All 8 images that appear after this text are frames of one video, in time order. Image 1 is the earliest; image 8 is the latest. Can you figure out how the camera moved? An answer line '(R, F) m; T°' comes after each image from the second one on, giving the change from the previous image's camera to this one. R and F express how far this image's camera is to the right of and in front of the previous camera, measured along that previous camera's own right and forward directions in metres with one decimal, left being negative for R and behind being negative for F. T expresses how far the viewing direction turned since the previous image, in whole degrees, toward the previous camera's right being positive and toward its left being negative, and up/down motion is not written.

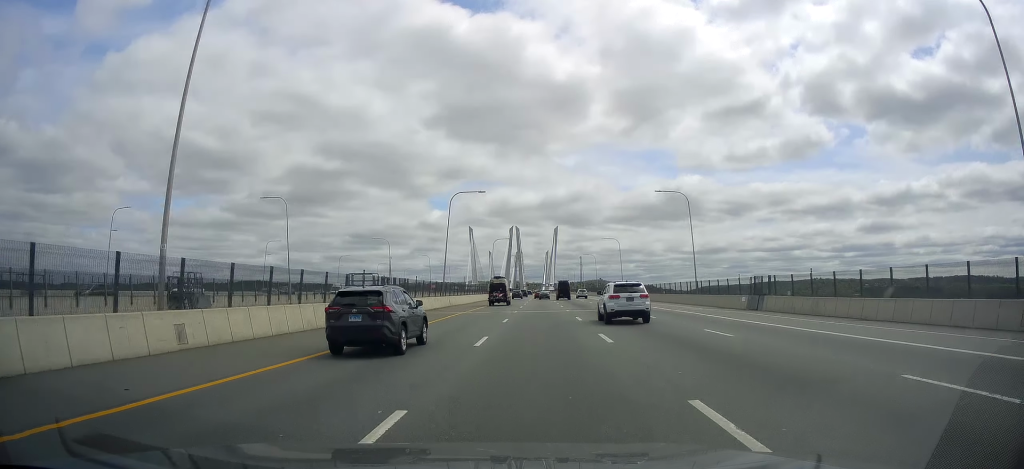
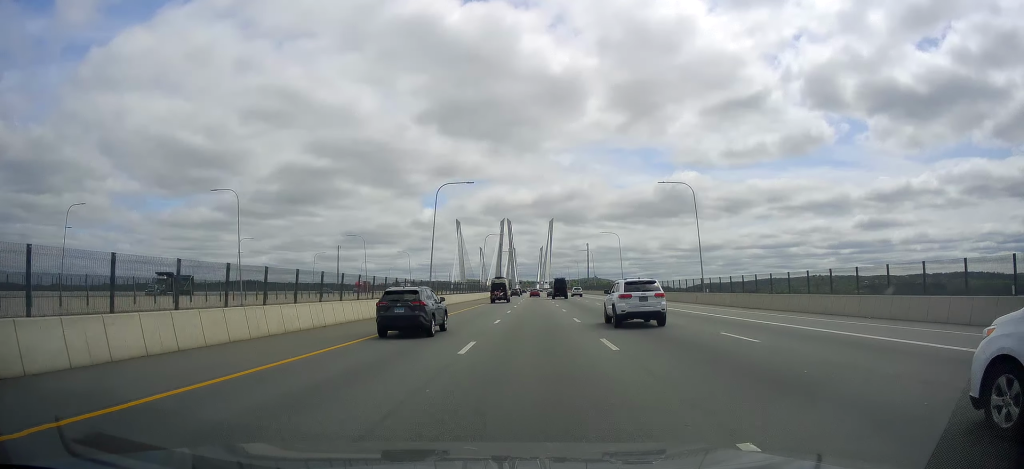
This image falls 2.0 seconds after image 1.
(-0.6, +62.9) m; 0°
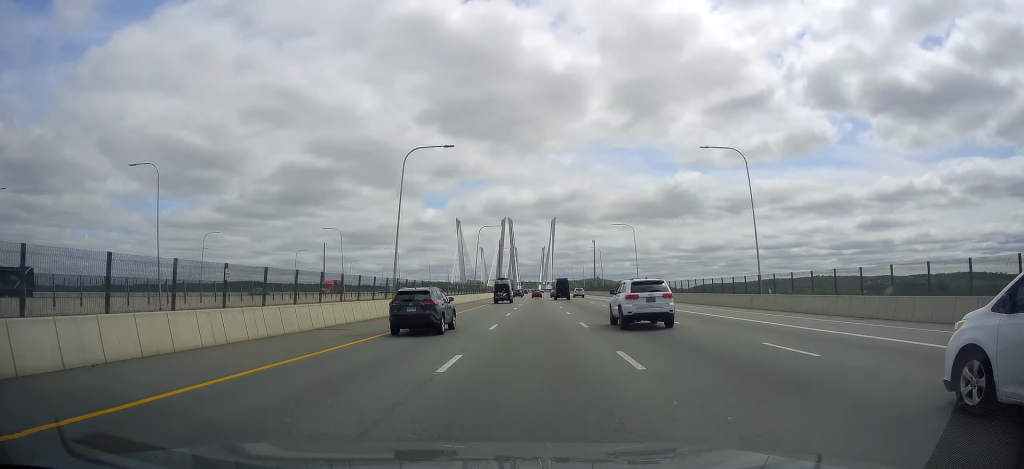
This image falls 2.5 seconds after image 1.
(-0.1, +15.6) m; 0°
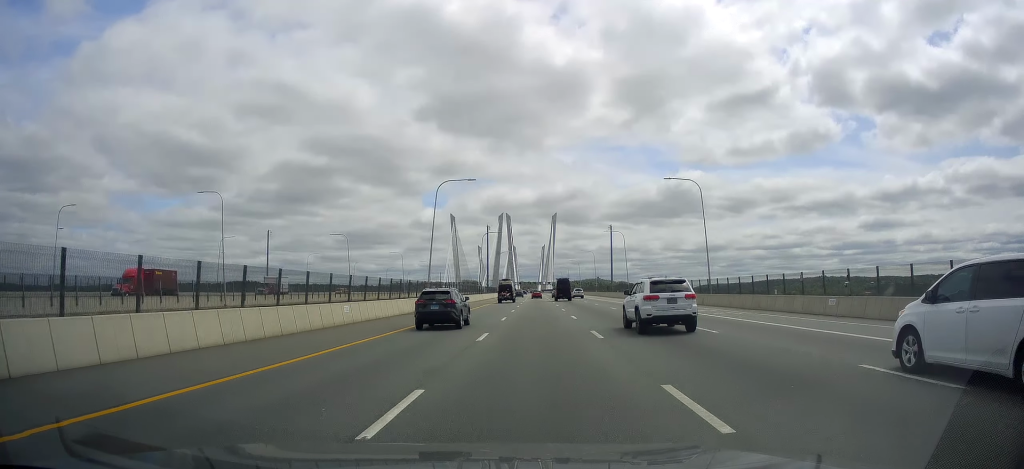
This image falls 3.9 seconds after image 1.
(+0.3, +41.4) m; 0°
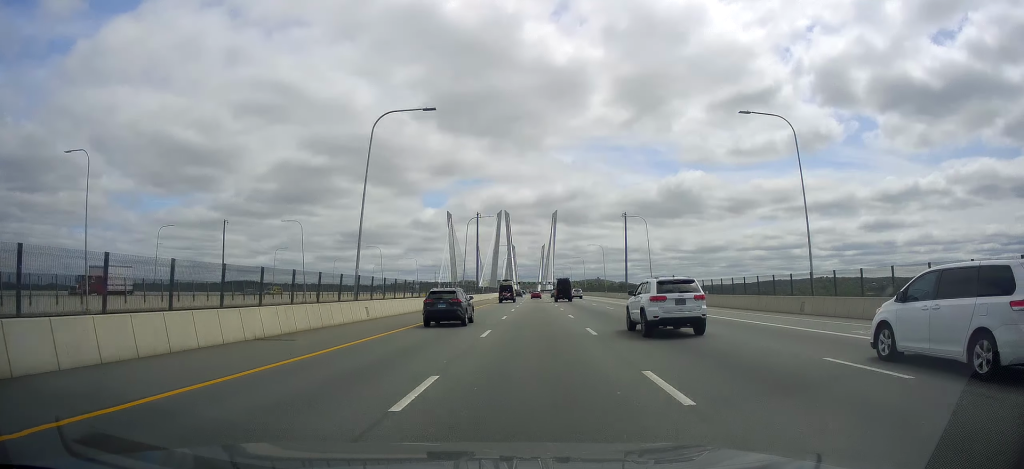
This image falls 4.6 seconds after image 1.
(-0.2, +22.8) m; 0°
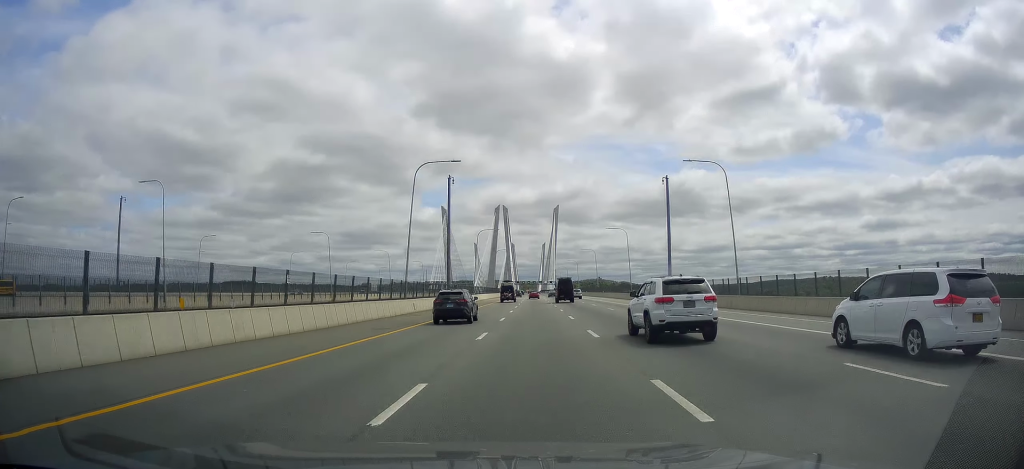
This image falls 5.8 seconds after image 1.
(+0.6, +37.3) m; 0°
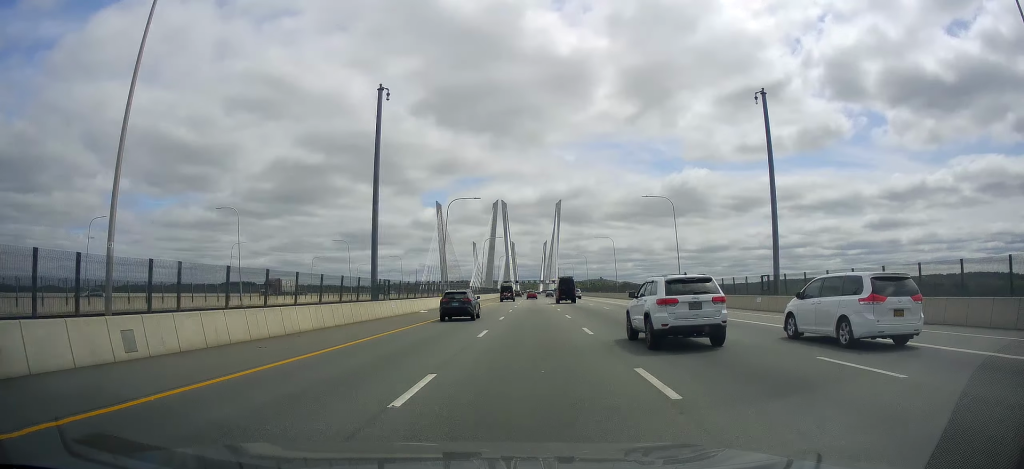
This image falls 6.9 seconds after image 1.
(-0.3, +35.2) m; -1°
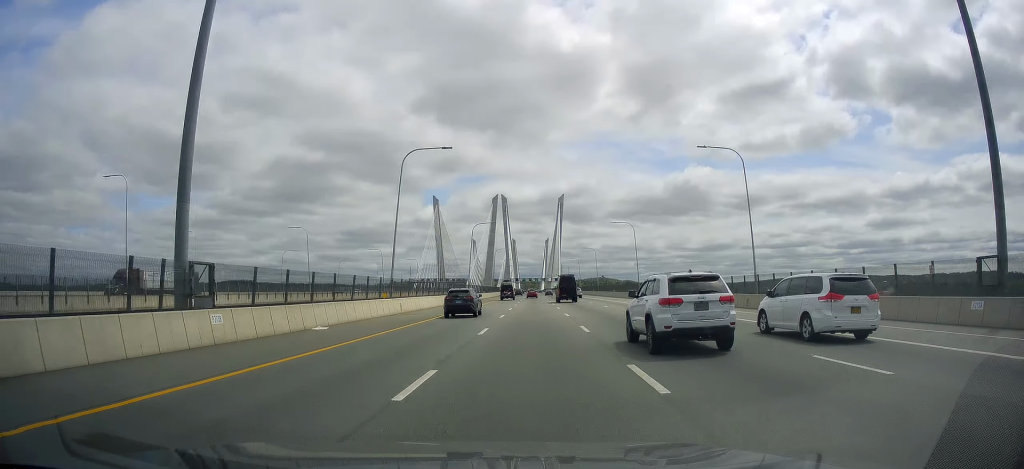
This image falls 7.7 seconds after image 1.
(-0.1, +23.9) m; 0°
